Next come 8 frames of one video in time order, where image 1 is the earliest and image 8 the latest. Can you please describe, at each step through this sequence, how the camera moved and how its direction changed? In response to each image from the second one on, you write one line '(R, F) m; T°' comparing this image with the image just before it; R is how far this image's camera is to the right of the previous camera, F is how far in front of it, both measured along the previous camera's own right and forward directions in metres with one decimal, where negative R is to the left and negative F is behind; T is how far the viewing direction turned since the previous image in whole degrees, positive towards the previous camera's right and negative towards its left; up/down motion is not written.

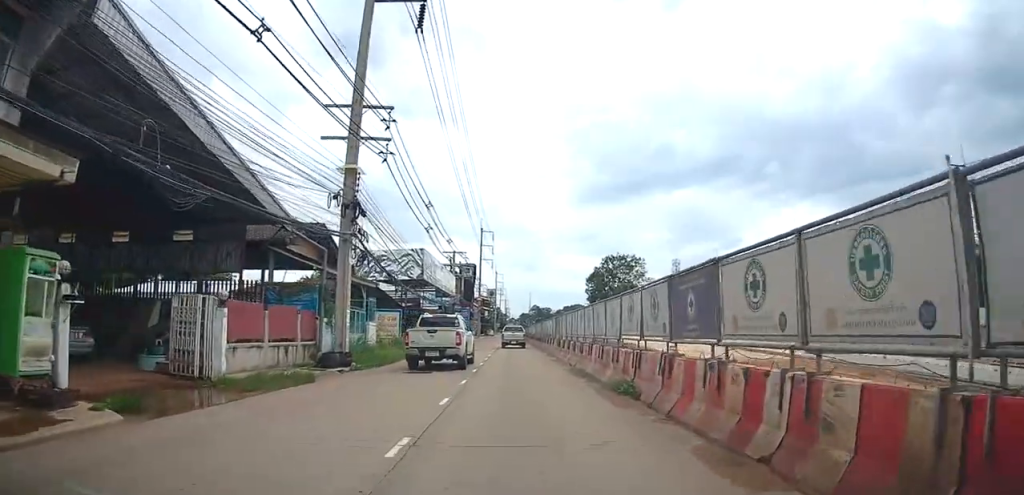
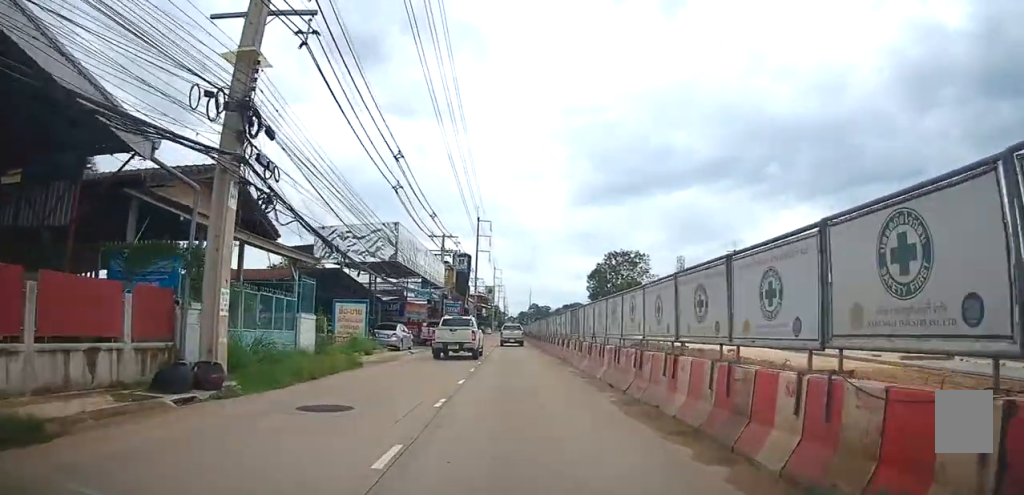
(+0.2, +8.5) m; +1°
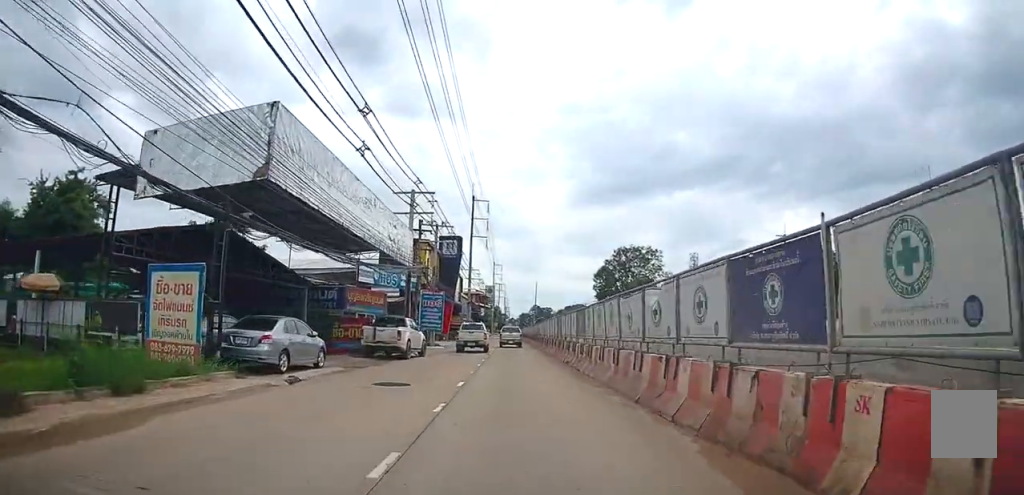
(-0.1, +16.2) m; -1°
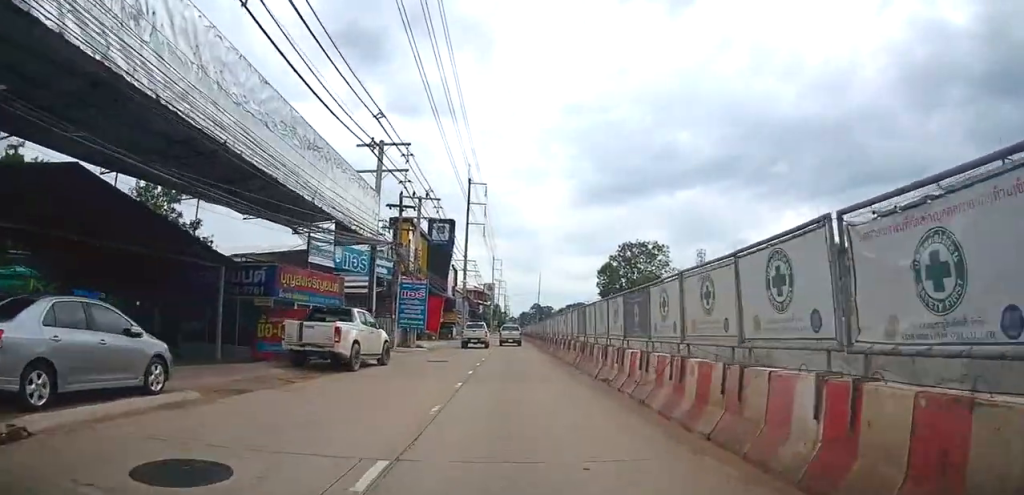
(0.0, +8.5) m; 0°
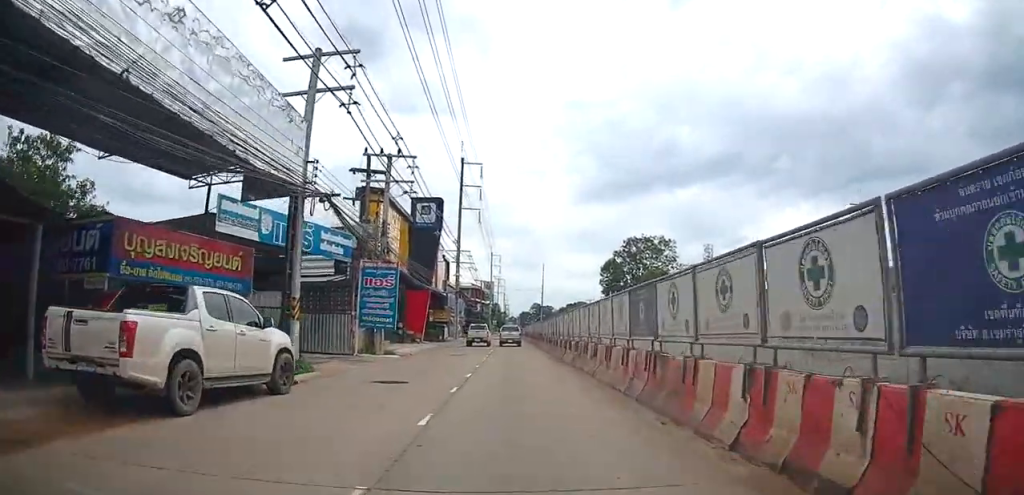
(-0.1, +8.7) m; 0°
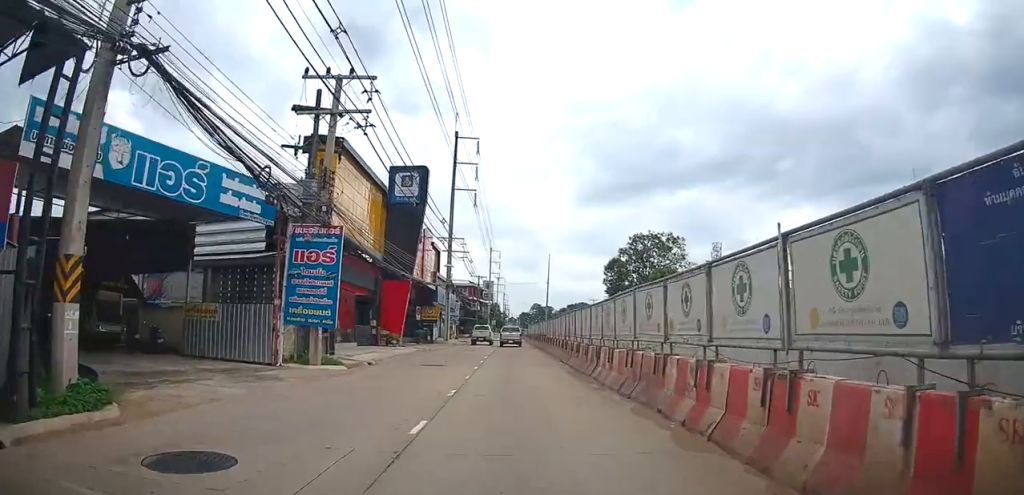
(0.0, +8.5) m; 0°
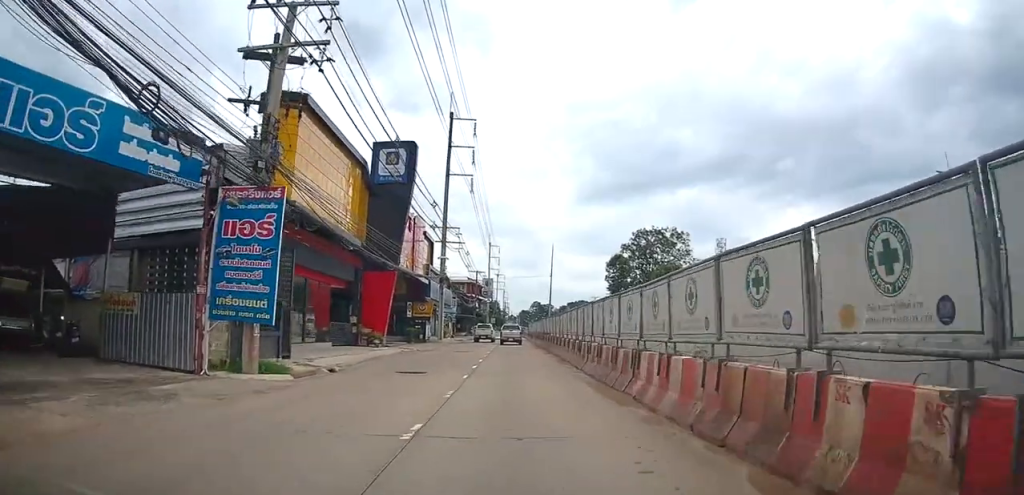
(0.0, +4.5) m; 0°
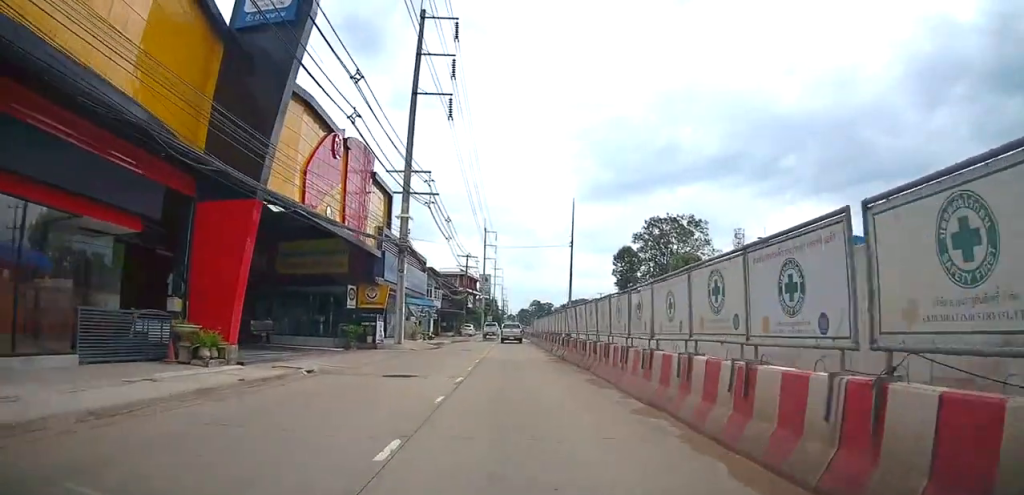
(+0.3, +17.4) m; 0°
